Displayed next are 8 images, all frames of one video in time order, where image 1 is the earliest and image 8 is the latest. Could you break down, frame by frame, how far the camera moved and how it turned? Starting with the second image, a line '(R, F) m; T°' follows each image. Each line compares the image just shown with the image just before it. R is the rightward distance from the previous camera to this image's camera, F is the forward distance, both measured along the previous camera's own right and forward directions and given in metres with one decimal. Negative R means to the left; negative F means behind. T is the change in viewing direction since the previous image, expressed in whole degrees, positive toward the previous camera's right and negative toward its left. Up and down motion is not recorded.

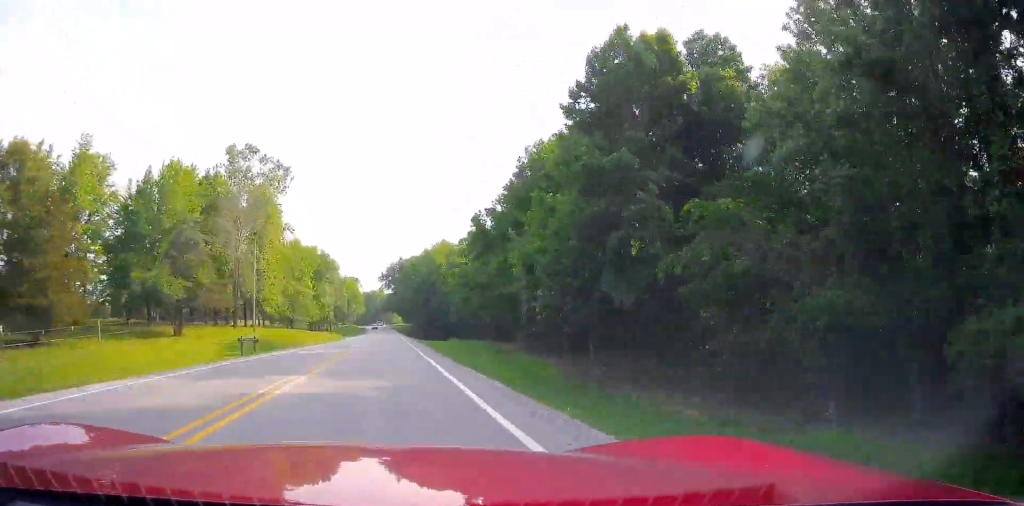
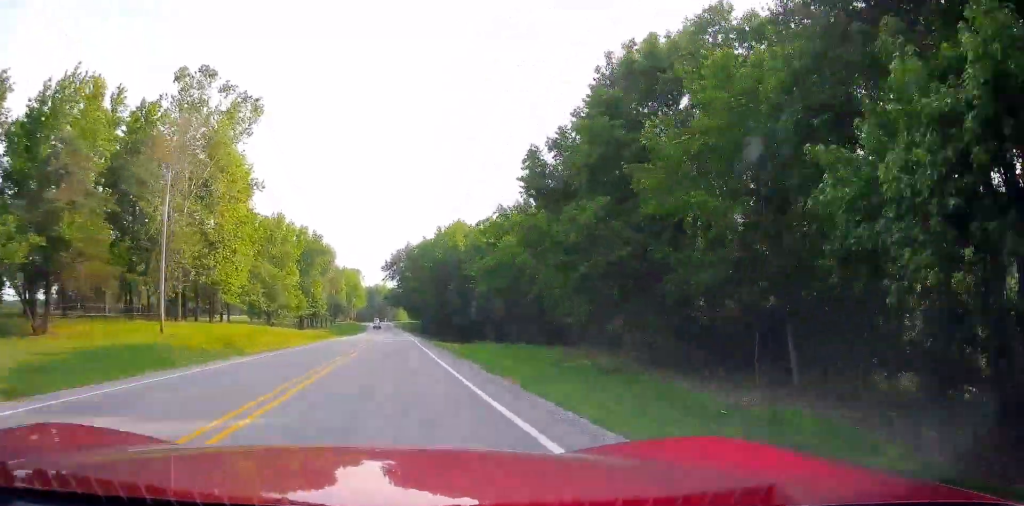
(0.0, +22.9) m; 0°
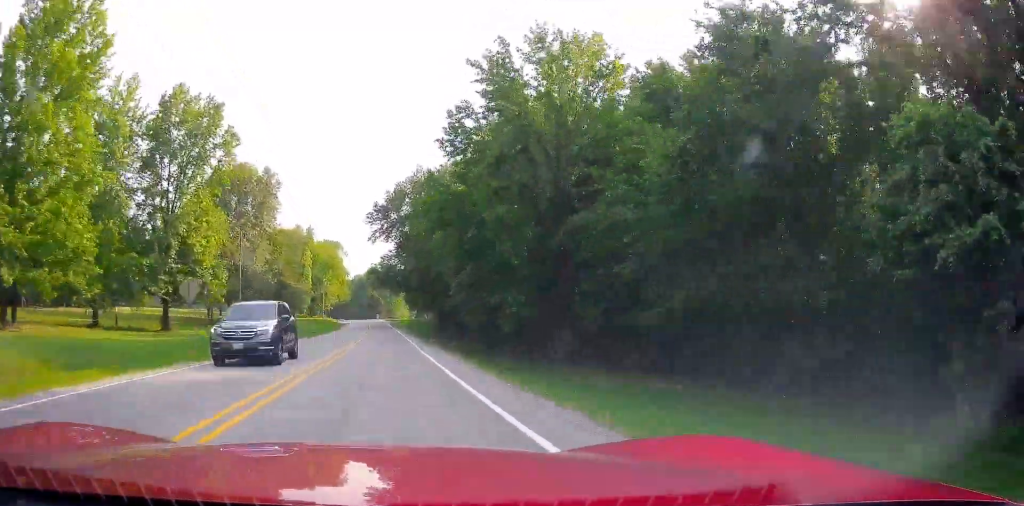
(+0.4, +70.4) m; +1°
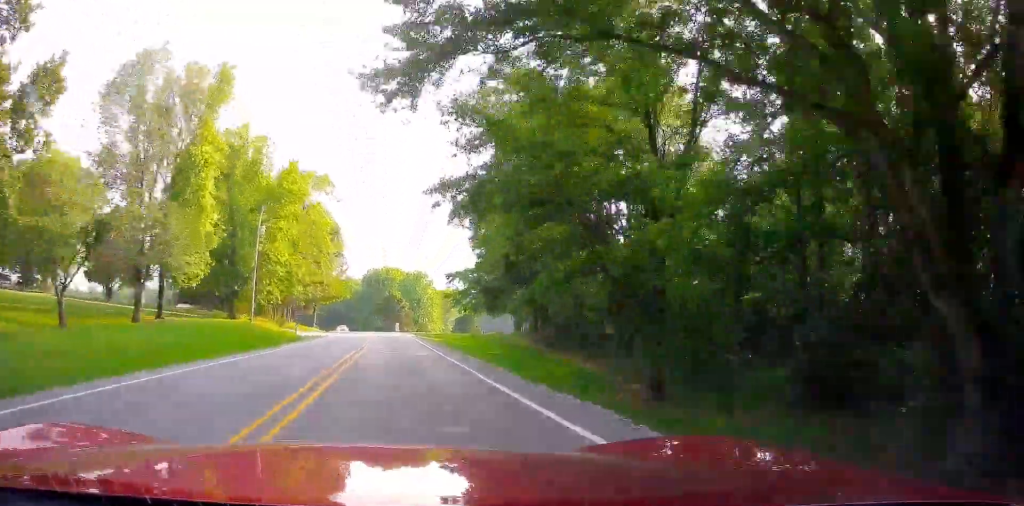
(-0.9, +74.5) m; -2°
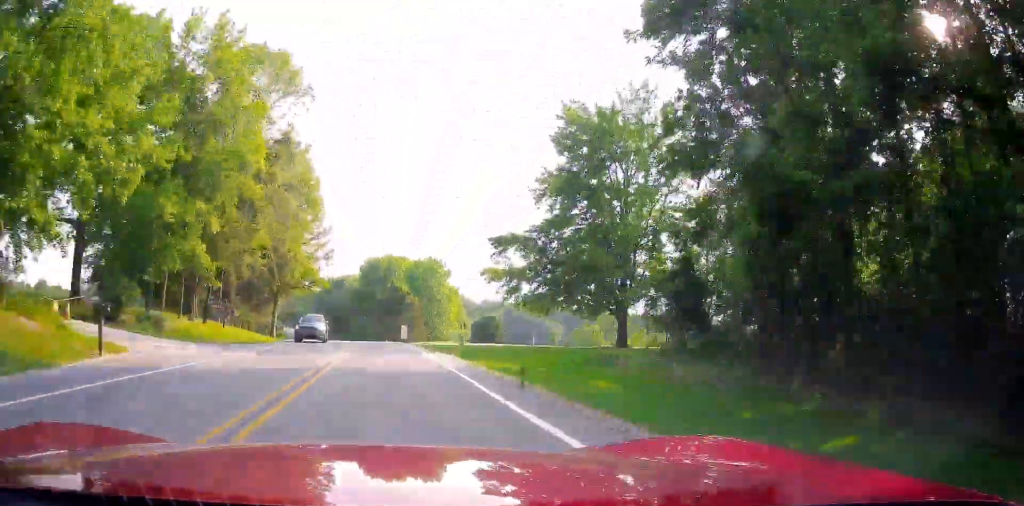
(-0.4, +35.7) m; -1°
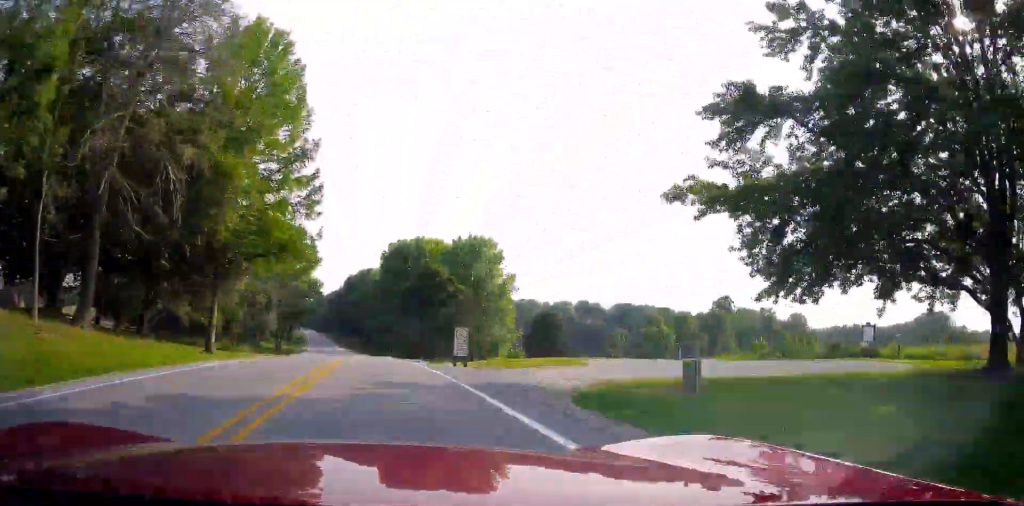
(+0.3, +30.0) m; -2°
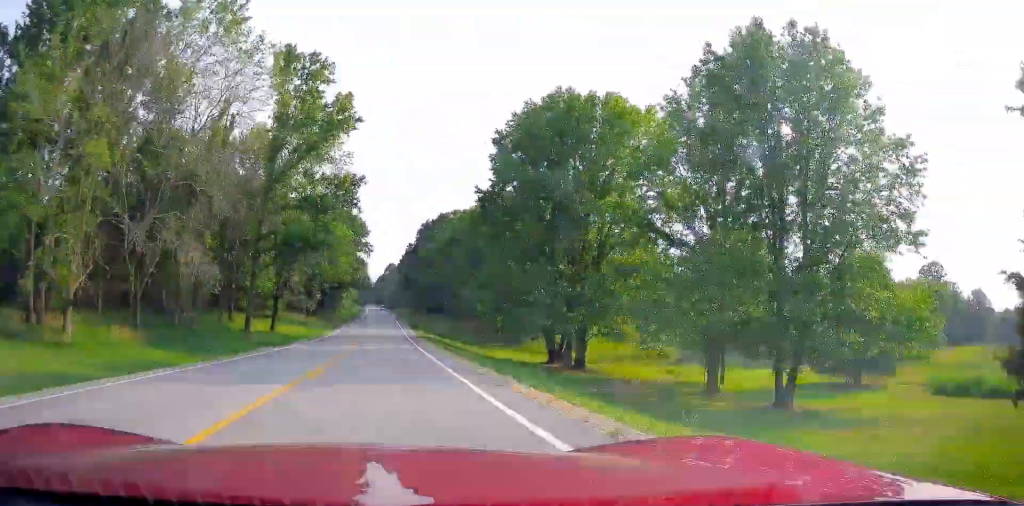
(-3.6, +61.0) m; -6°
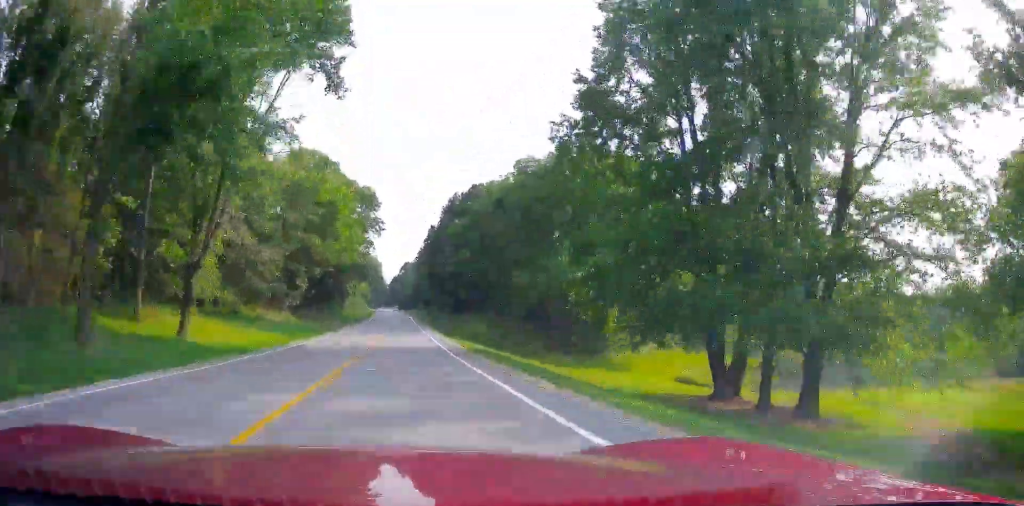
(-0.5, +26.5) m; -2°
